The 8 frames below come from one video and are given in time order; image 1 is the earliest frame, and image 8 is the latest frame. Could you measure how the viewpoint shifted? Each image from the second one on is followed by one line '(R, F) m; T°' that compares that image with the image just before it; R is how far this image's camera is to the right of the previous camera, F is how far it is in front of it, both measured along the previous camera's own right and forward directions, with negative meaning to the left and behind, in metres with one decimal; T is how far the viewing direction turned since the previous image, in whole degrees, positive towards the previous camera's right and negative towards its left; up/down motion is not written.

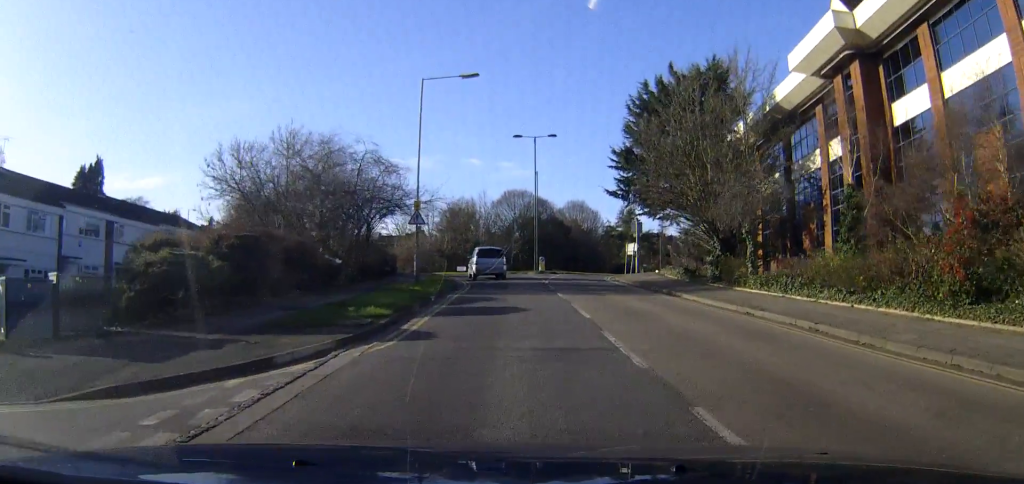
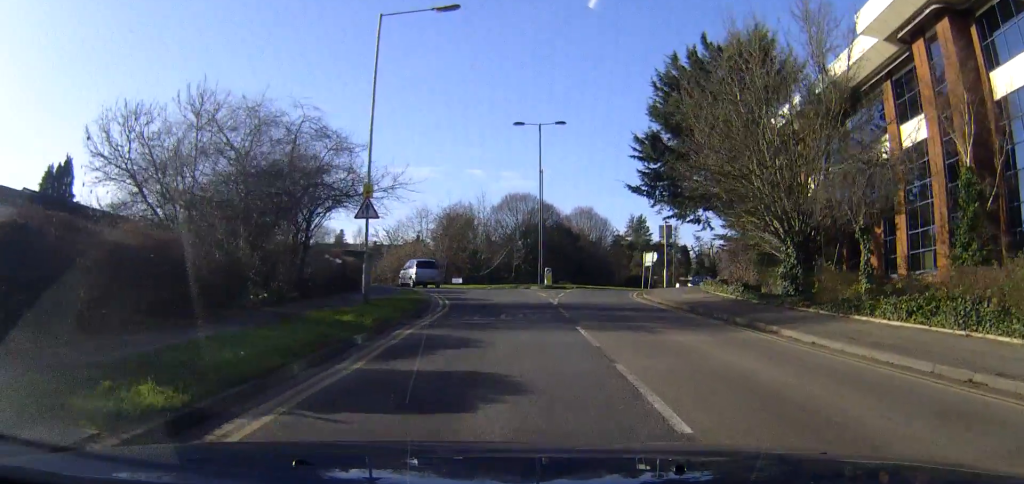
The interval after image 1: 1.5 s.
(0.0, +9.5) m; -1°
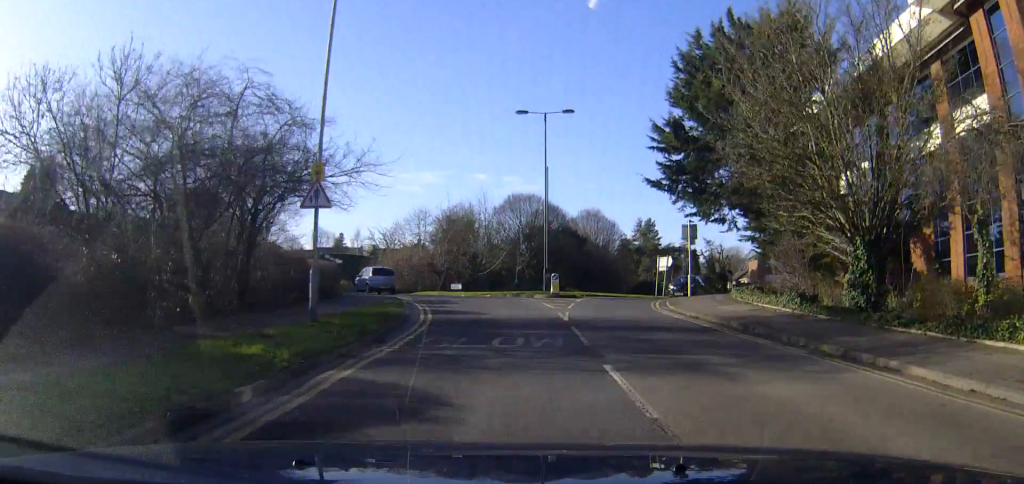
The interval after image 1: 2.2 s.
(0.0, +4.7) m; -1°
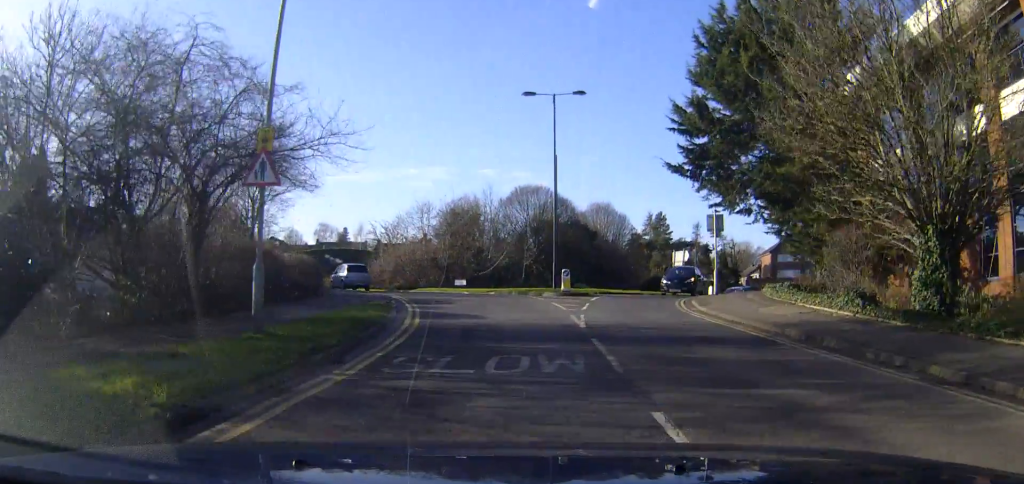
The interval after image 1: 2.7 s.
(0.0, +3.1) m; -1°
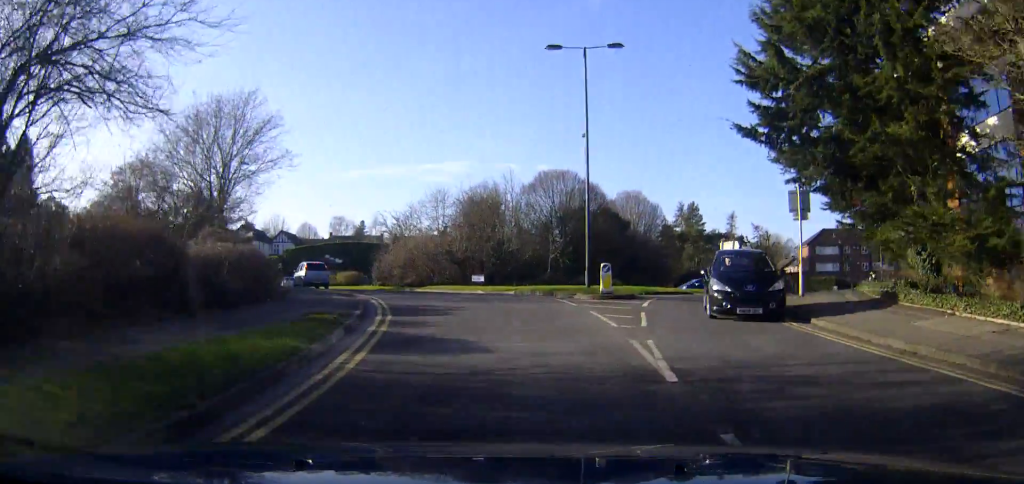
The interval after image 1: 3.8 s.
(-0.1, +6.8) m; -6°
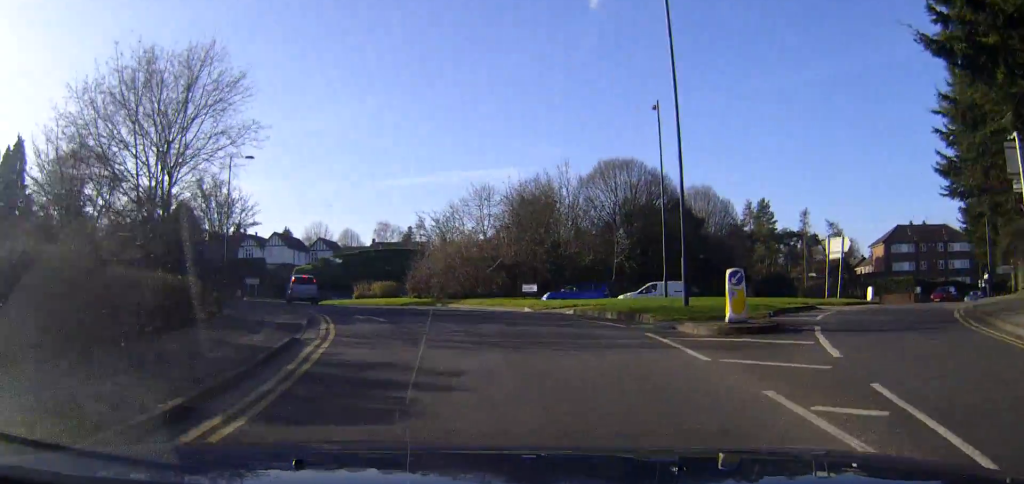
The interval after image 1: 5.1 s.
(-1.0, +9.4) m; -7°
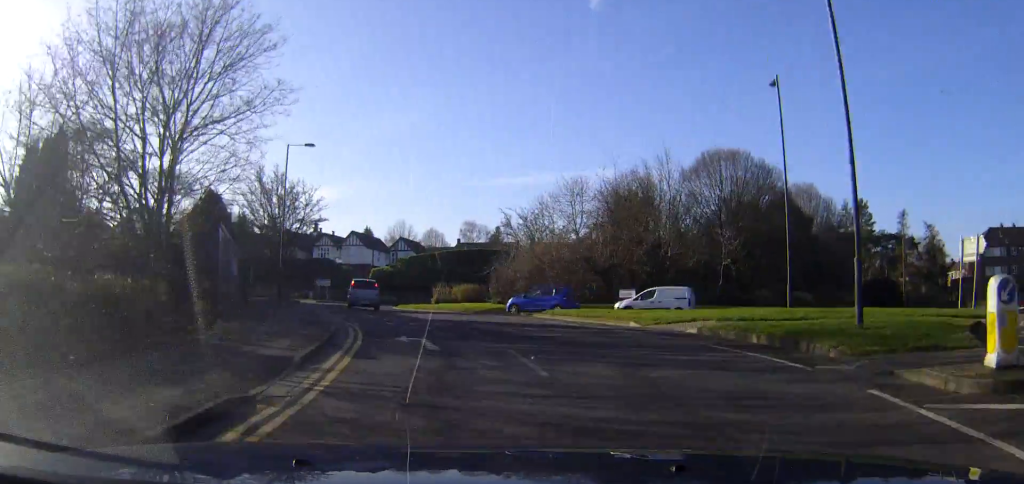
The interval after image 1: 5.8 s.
(0.0, +5.5) m; 0°
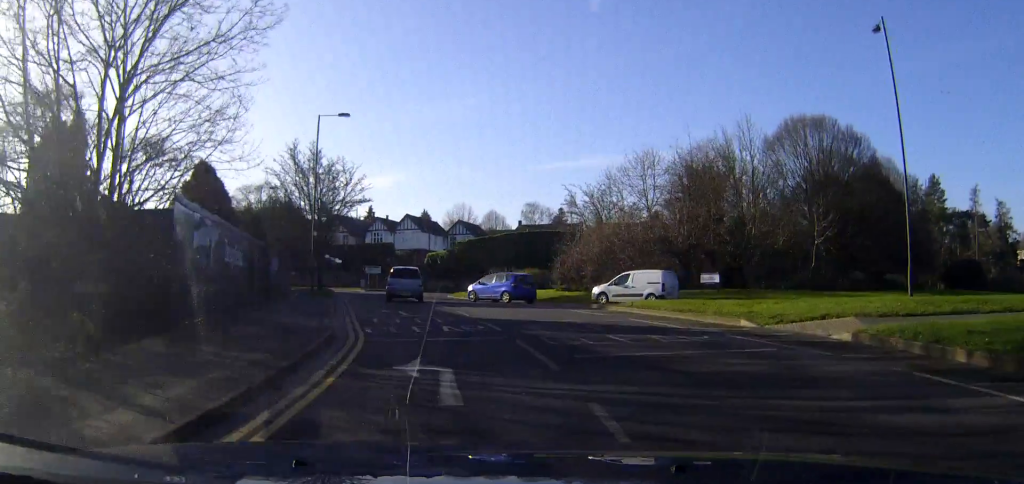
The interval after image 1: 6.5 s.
(0.0, +5.5) m; 0°
